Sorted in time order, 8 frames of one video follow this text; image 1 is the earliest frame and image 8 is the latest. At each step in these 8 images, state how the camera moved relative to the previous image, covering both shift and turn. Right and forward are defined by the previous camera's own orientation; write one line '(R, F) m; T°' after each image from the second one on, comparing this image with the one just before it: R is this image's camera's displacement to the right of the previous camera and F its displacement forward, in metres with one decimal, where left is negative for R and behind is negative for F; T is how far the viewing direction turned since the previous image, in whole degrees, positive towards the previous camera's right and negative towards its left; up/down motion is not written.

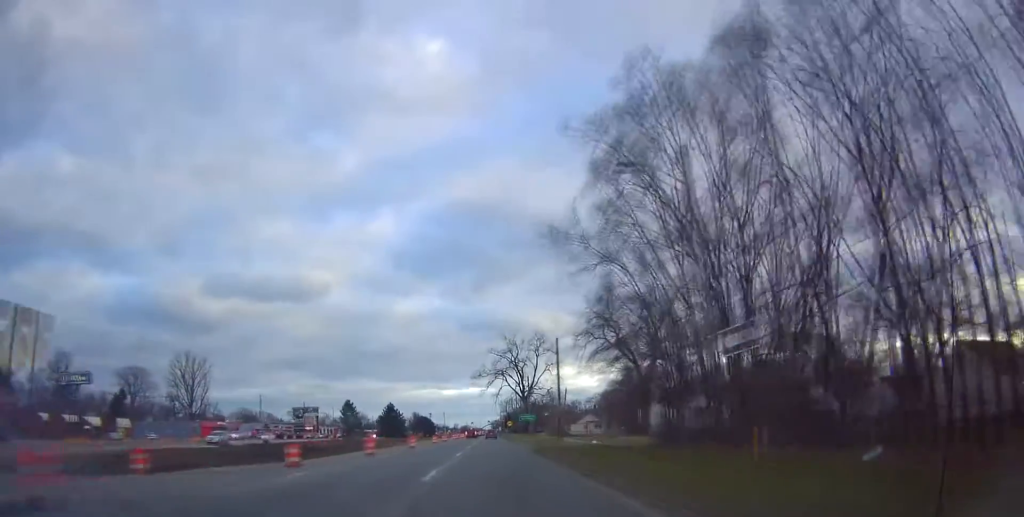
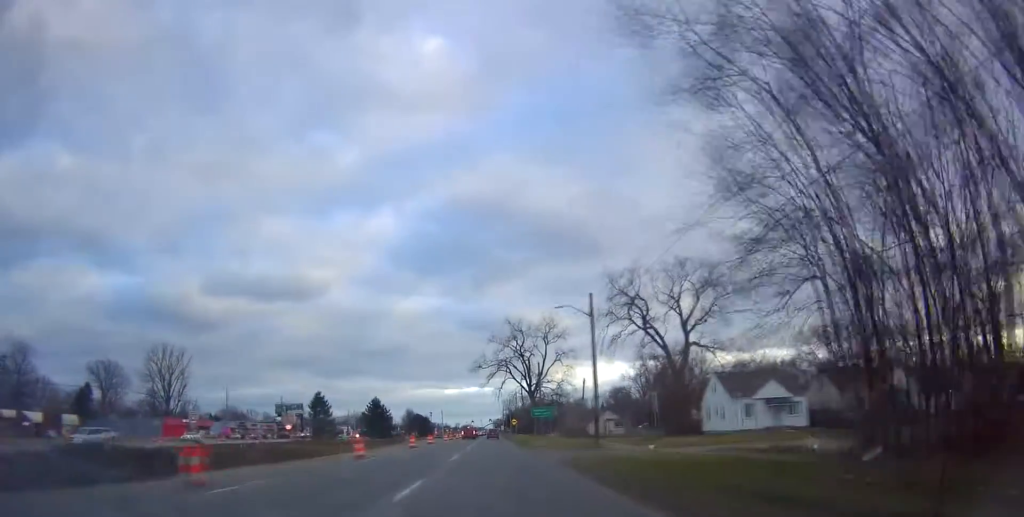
(+0.3, +19.4) m; -1°
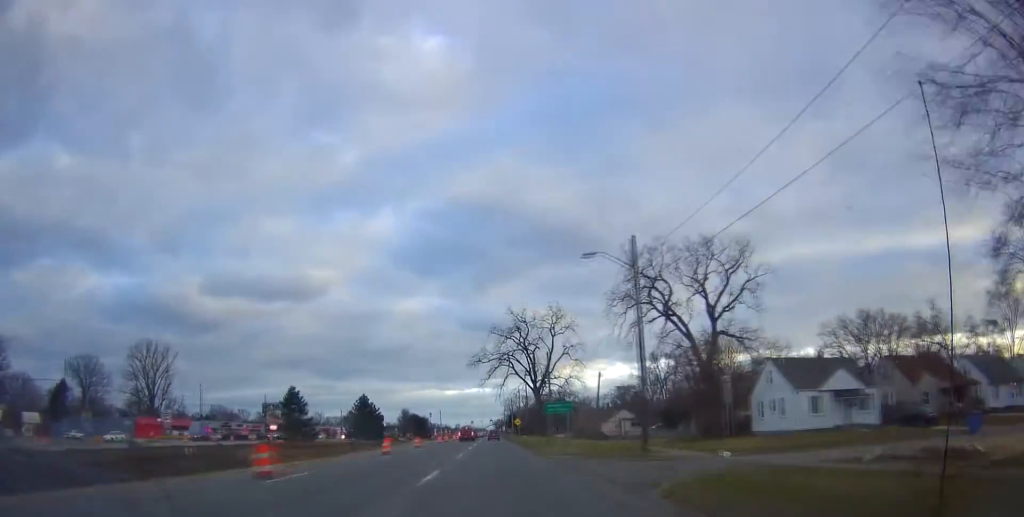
(-0.5, +12.3) m; 0°
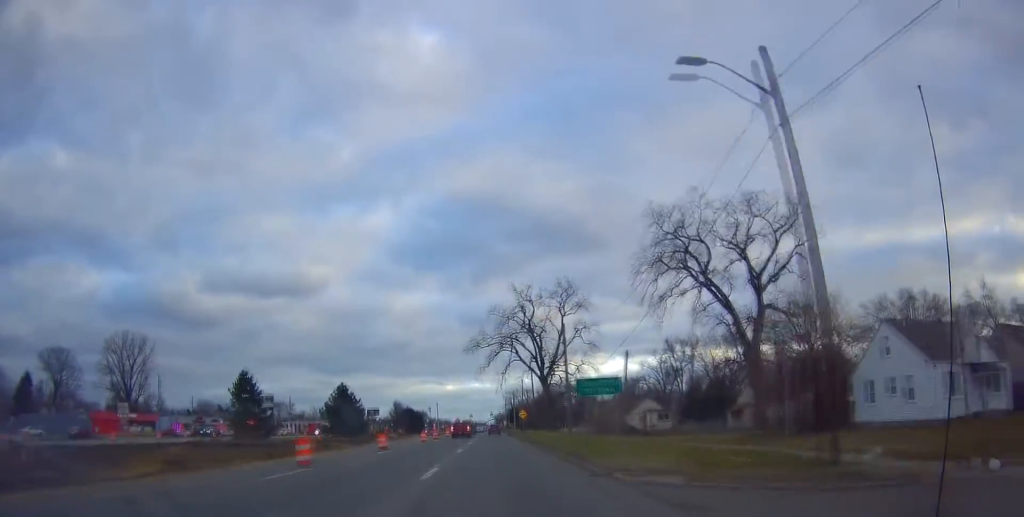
(+0.2, +15.8) m; 0°
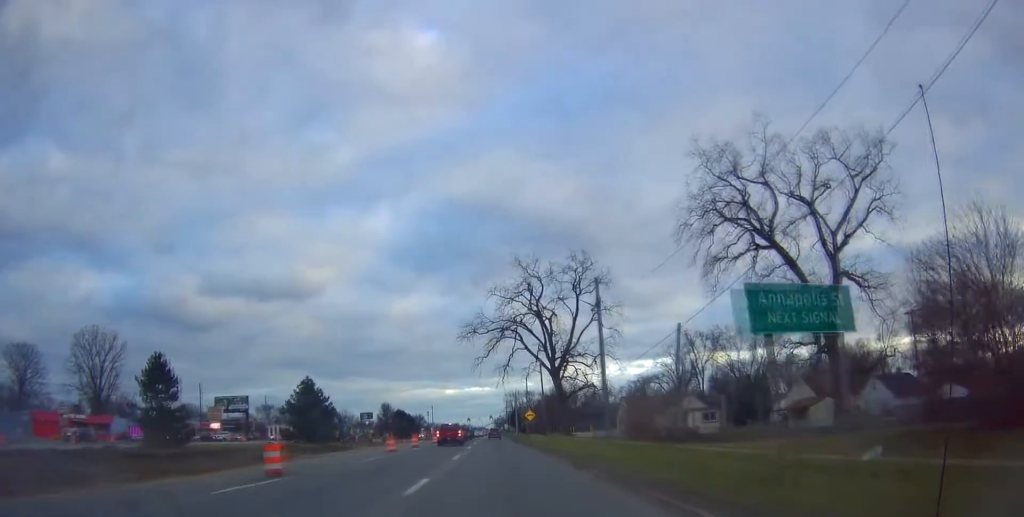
(-0.1, +17.8) m; 0°
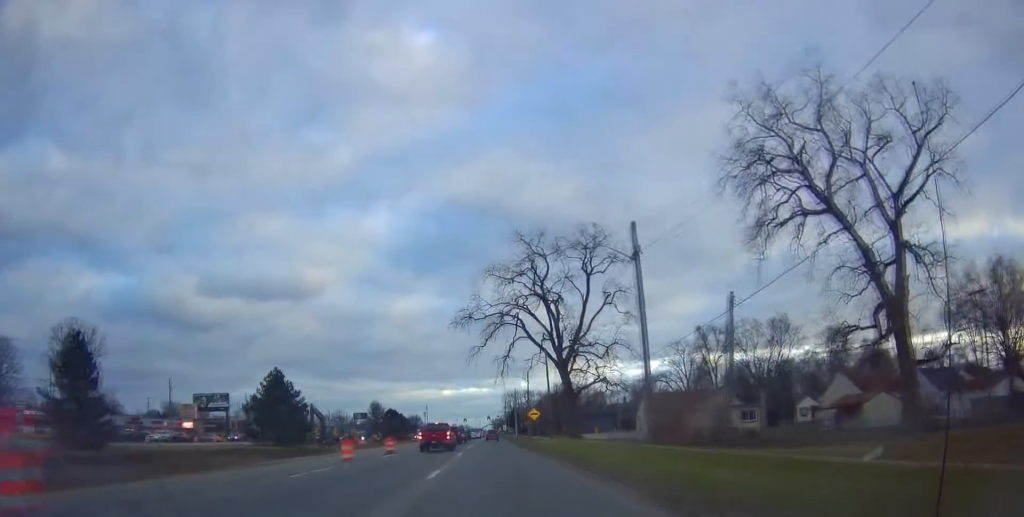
(-0.3, +10.9) m; 0°
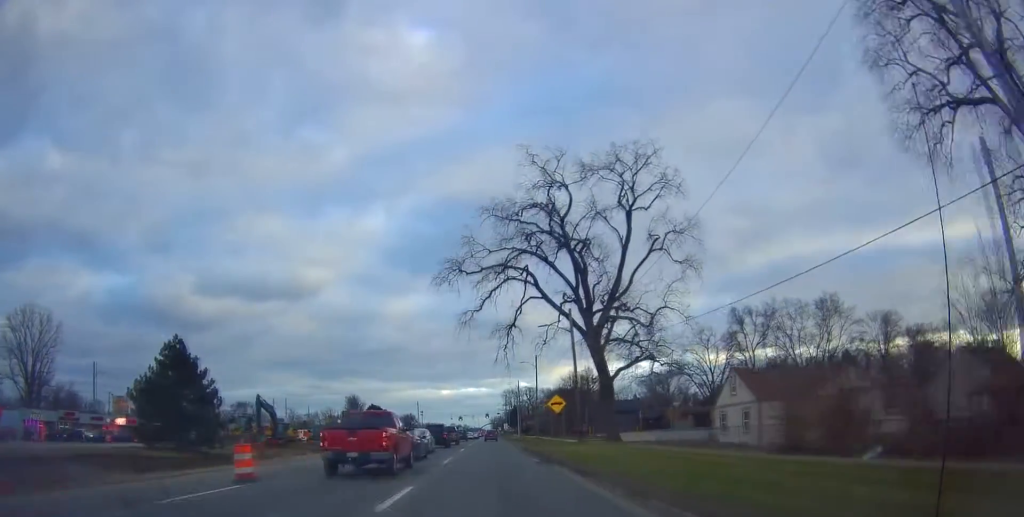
(+0.9, +22.2) m; +2°
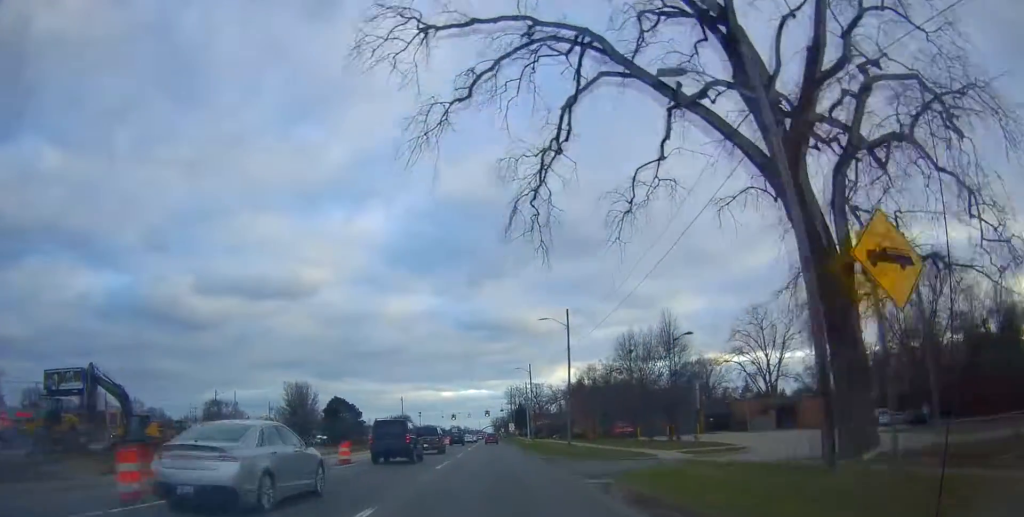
(-0.5, +33.9) m; 0°
